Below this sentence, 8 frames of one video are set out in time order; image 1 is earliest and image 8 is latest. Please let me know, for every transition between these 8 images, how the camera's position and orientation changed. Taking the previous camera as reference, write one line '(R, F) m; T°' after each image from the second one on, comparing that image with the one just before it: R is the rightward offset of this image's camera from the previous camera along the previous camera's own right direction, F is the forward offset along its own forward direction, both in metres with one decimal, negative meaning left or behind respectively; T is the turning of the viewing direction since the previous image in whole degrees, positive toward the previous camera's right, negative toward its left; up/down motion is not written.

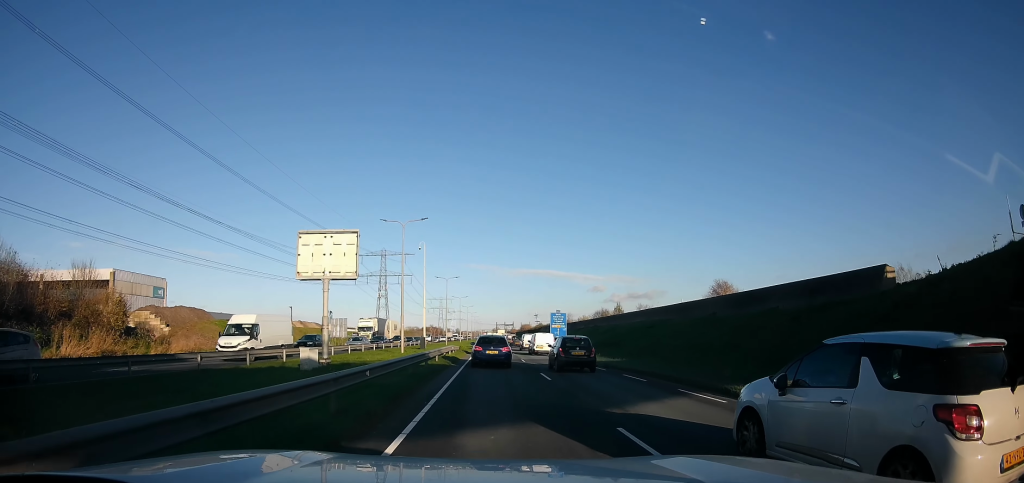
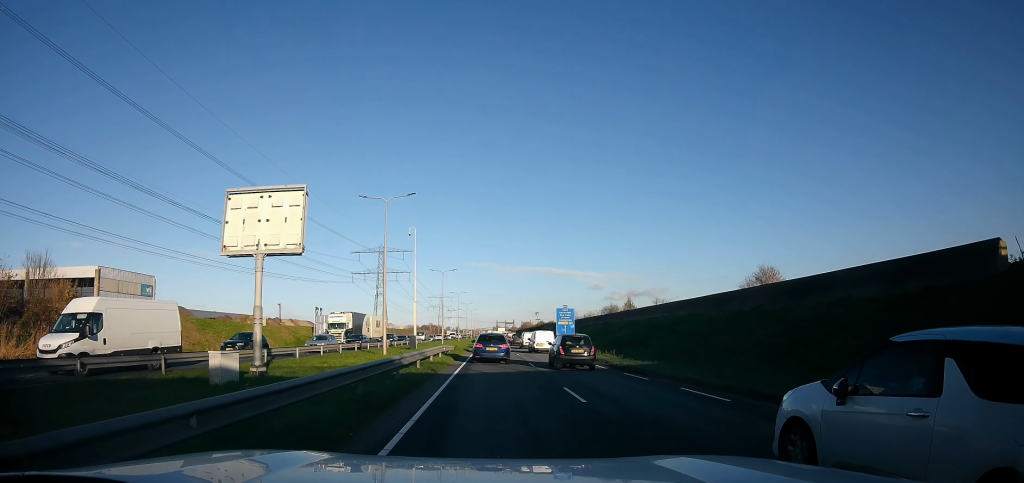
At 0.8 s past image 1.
(+0.5, +5.7) m; -4°
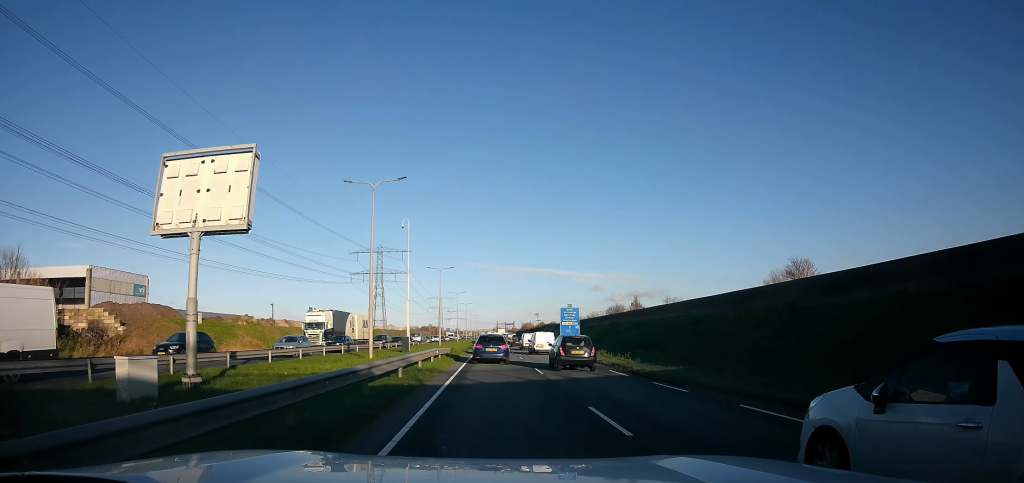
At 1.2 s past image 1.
(-0.5, +3.4) m; -1°
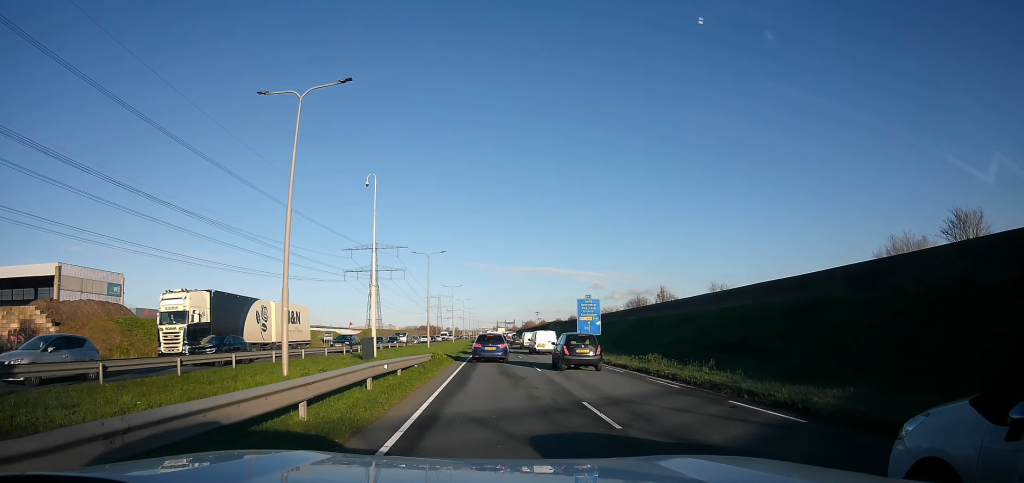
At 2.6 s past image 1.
(-0.1, +11.0) m; +3°
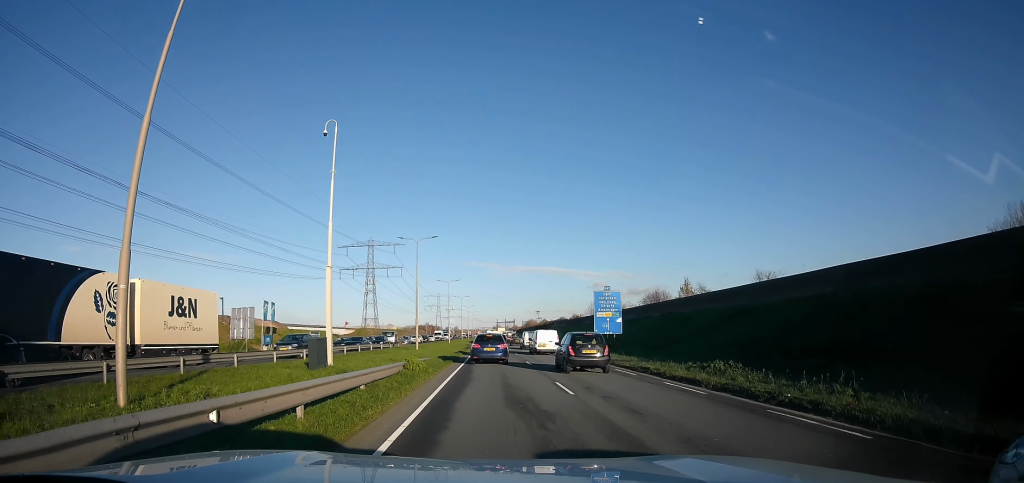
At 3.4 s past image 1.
(+0.2, +7.6) m; +1°
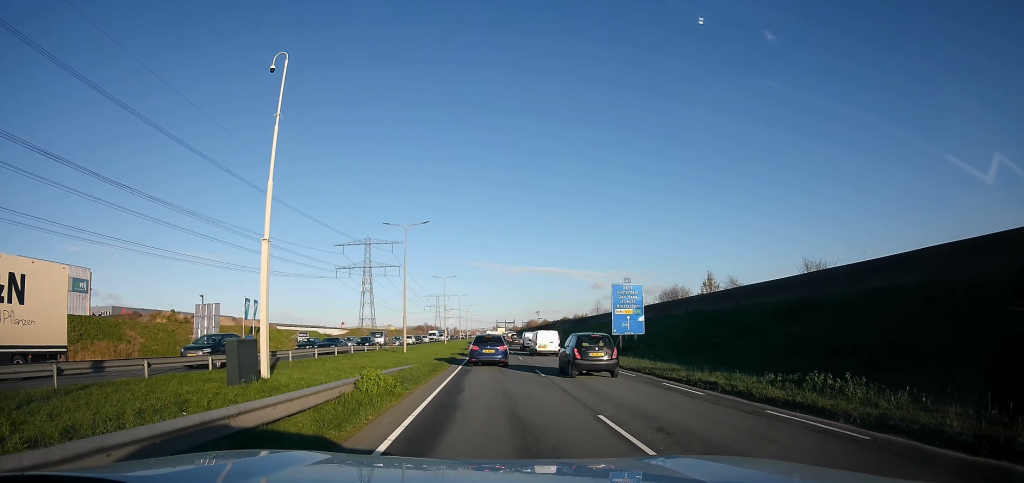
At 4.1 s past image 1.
(0.0, +6.0) m; 0°
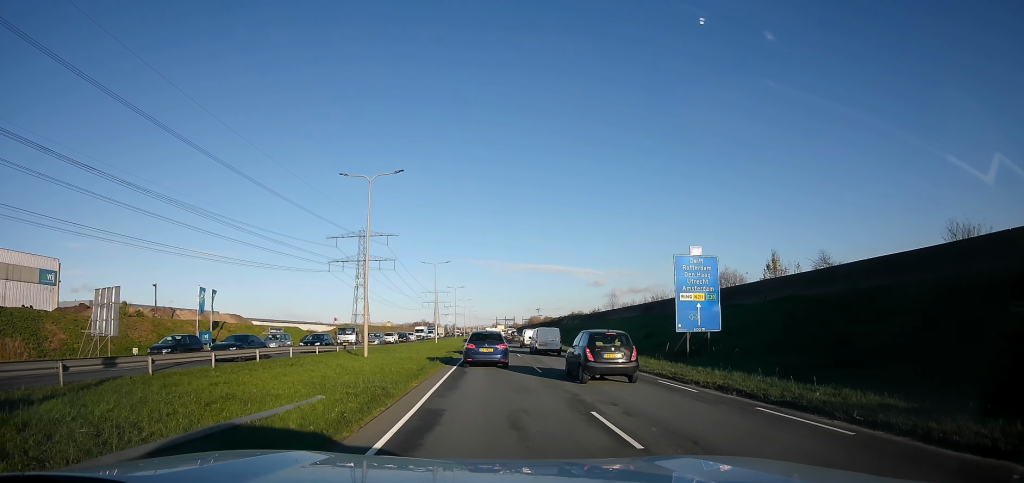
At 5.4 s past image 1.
(0.0, +12.0) m; 0°
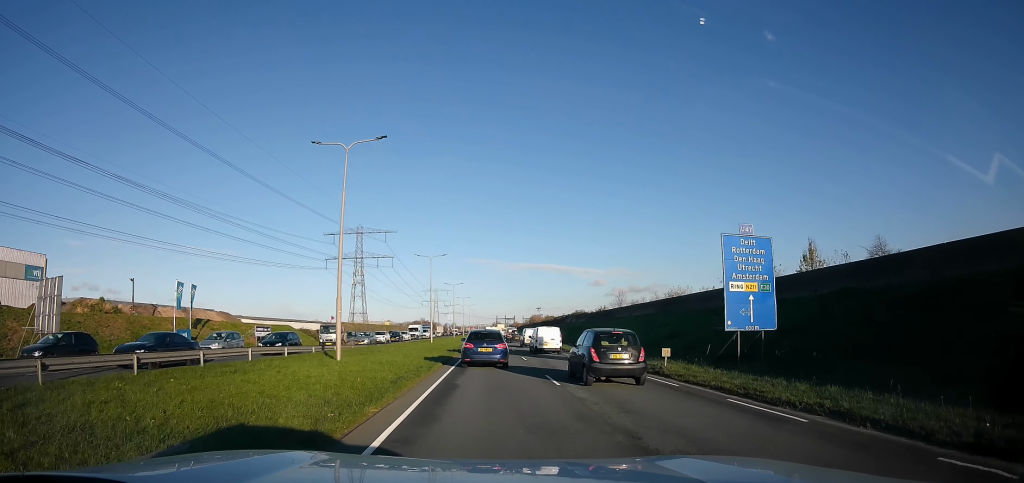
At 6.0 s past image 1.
(0.0, +4.9) m; 0°
